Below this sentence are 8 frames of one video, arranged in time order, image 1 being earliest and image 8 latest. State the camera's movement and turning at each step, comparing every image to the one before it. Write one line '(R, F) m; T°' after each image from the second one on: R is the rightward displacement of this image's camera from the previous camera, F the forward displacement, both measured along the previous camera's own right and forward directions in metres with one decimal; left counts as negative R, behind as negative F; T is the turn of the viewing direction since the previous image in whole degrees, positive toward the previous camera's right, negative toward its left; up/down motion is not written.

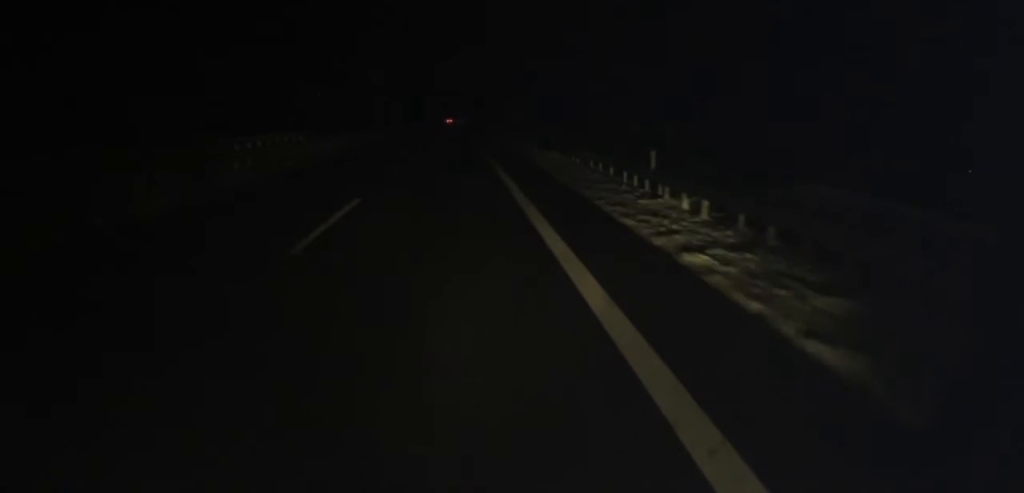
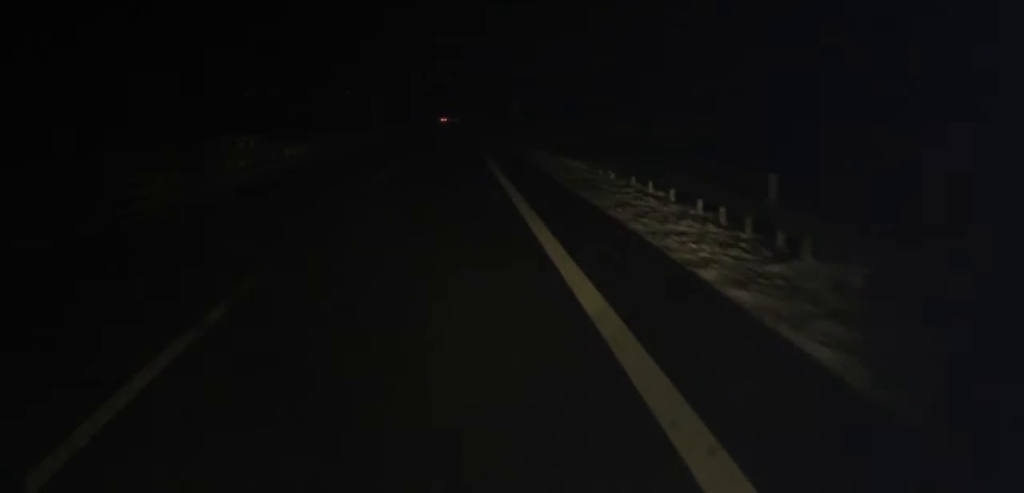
(0.0, +7.0) m; 0°
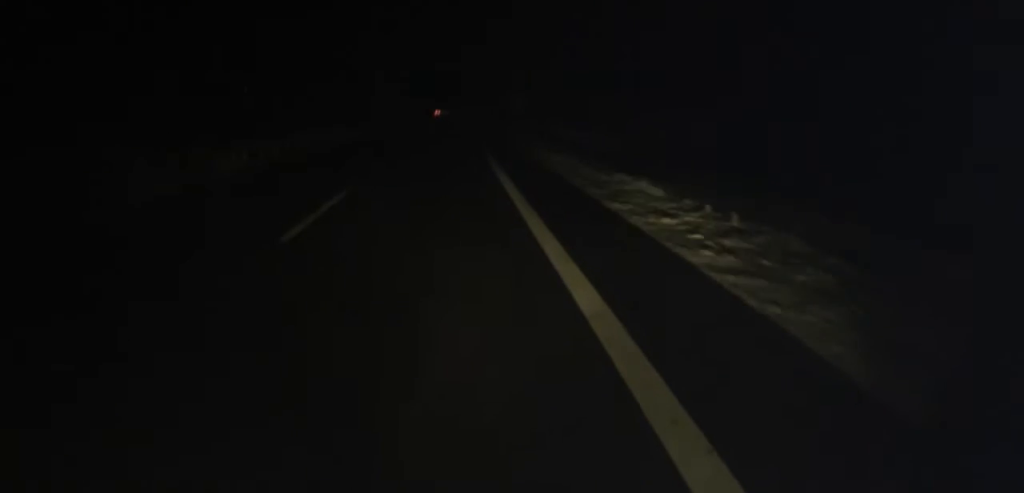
(0.0, +10.3) m; +1°
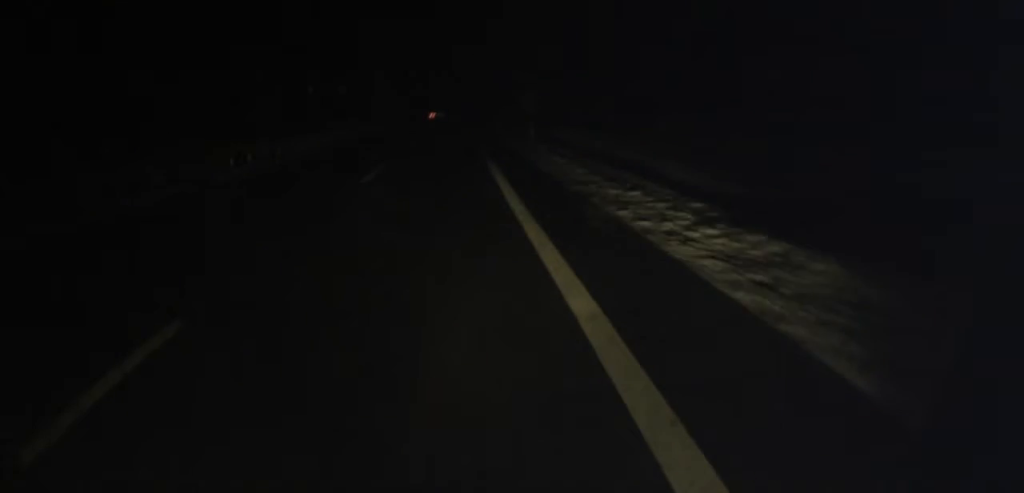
(+0.1, +9.2) m; +1°
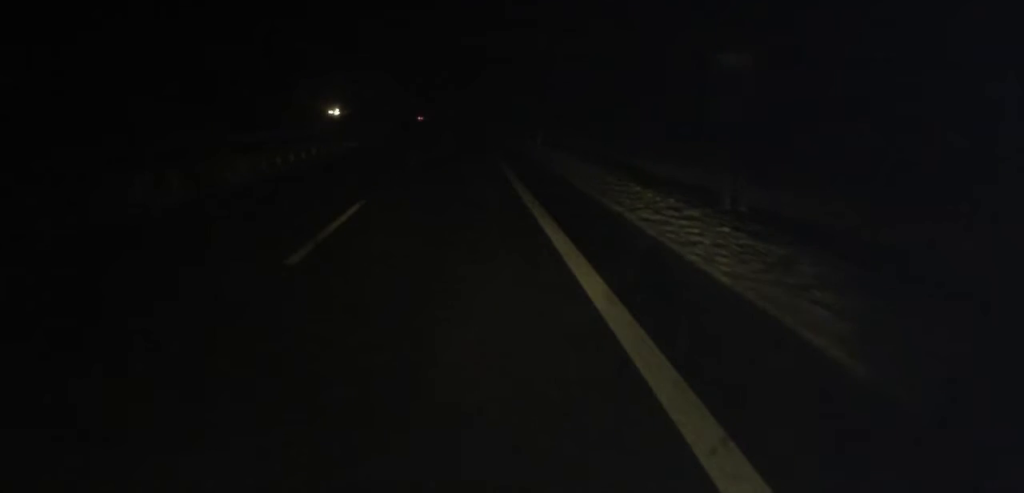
(+0.5, +44.5) m; +2°
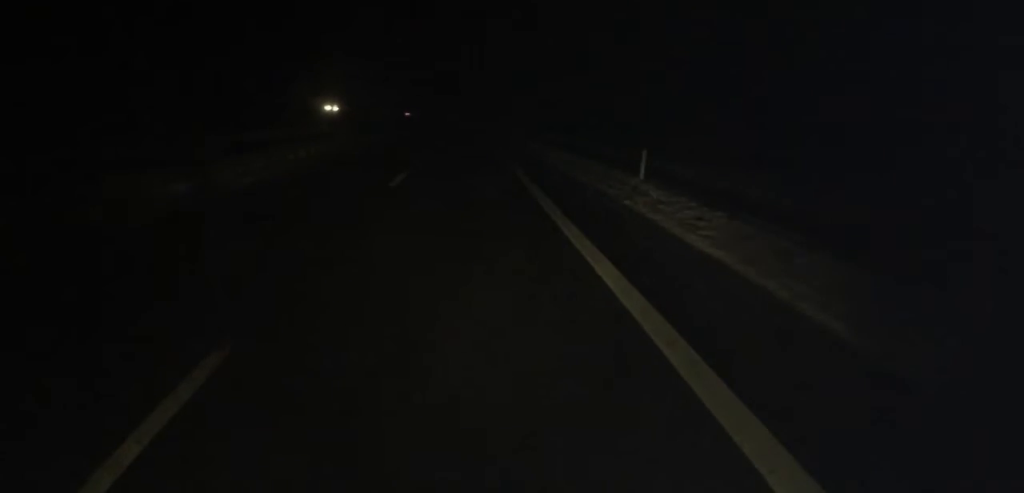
(-0.6, +26.8) m; -2°
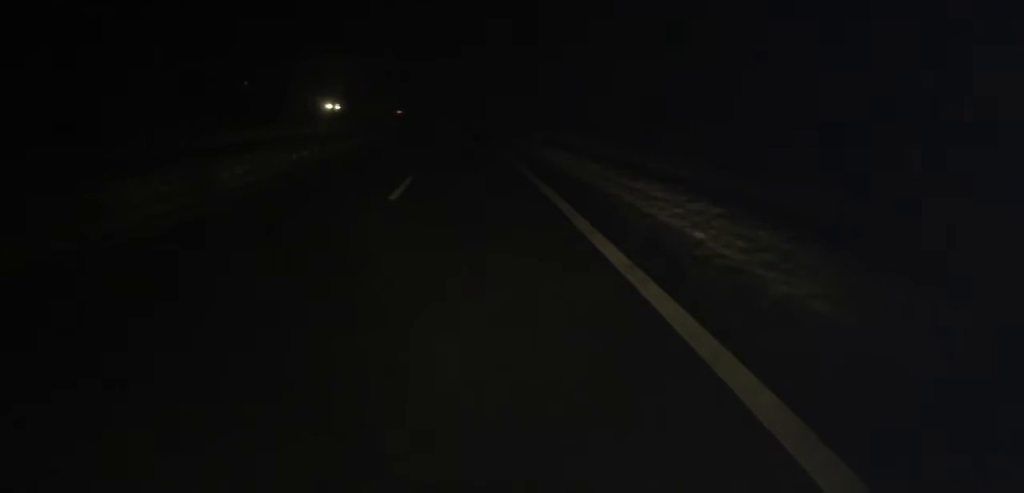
(+0.2, +20.2) m; 0°
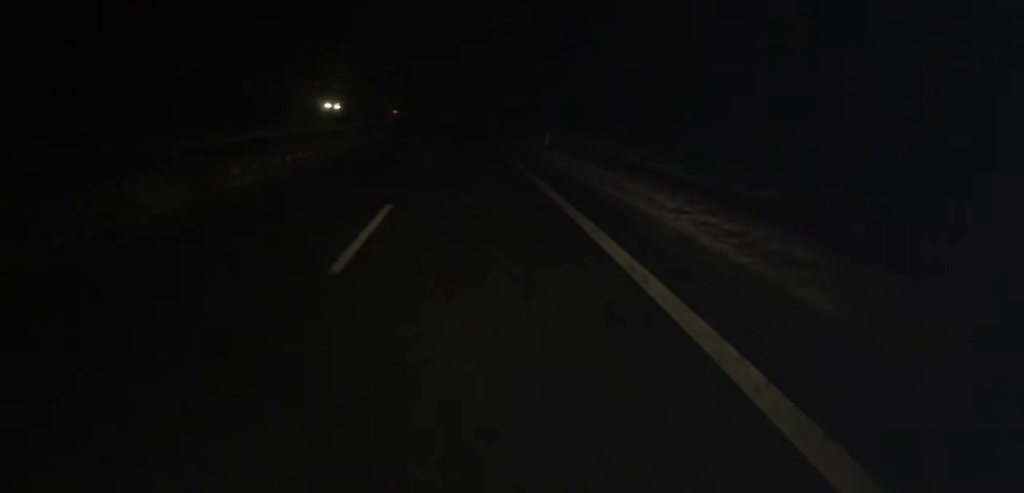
(0.0, +6.7) m; 0°
